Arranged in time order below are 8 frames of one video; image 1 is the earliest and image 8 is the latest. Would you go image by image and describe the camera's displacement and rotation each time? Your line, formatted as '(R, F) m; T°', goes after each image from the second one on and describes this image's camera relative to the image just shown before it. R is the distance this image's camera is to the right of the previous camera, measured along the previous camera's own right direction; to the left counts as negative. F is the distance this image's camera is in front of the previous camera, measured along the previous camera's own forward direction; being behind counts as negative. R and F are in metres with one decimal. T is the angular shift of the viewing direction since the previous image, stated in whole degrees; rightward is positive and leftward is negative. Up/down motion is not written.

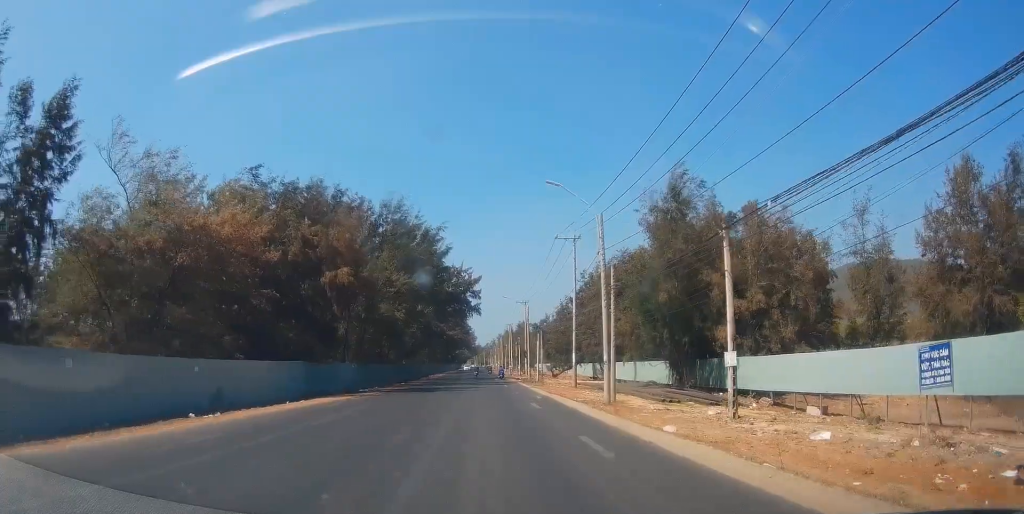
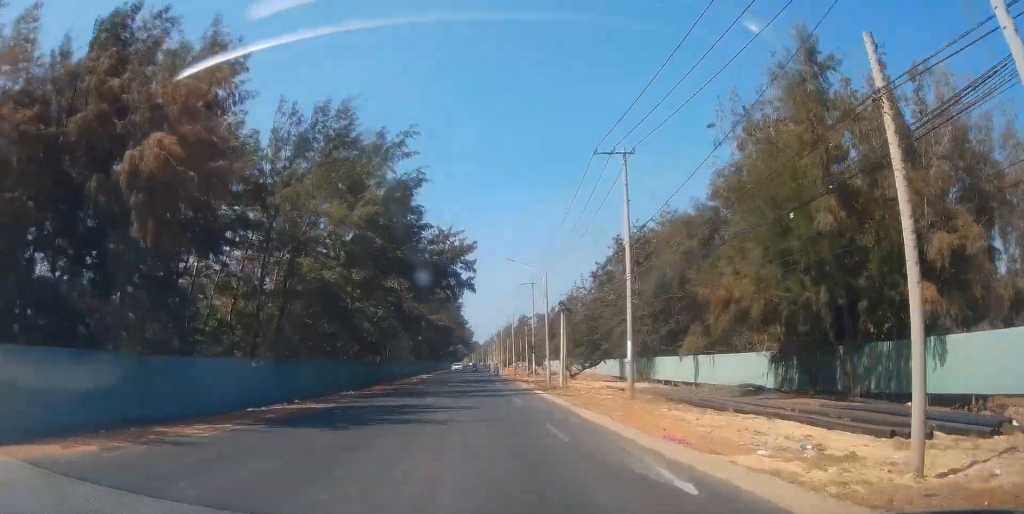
(+0.2, +21.6) m; 0°
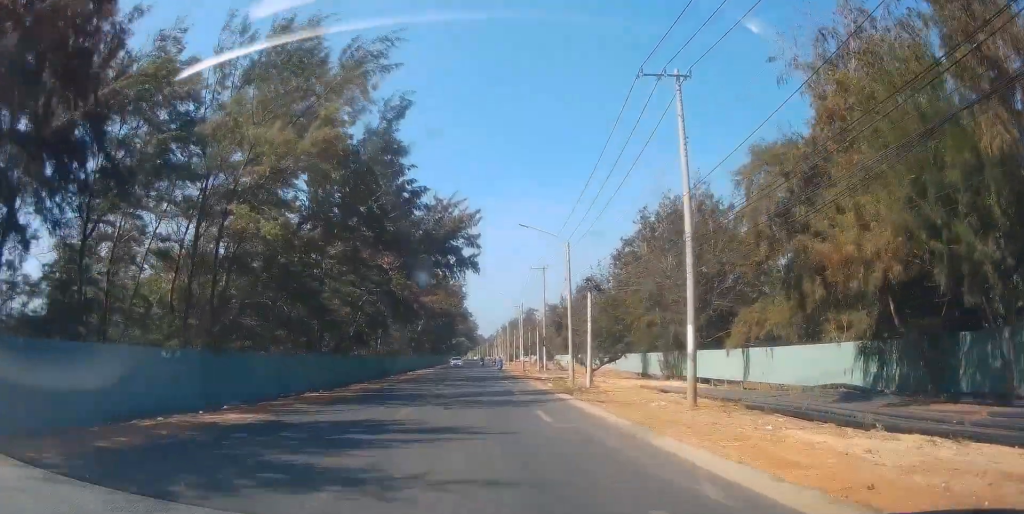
(-0.2, +9.2) m; -1°
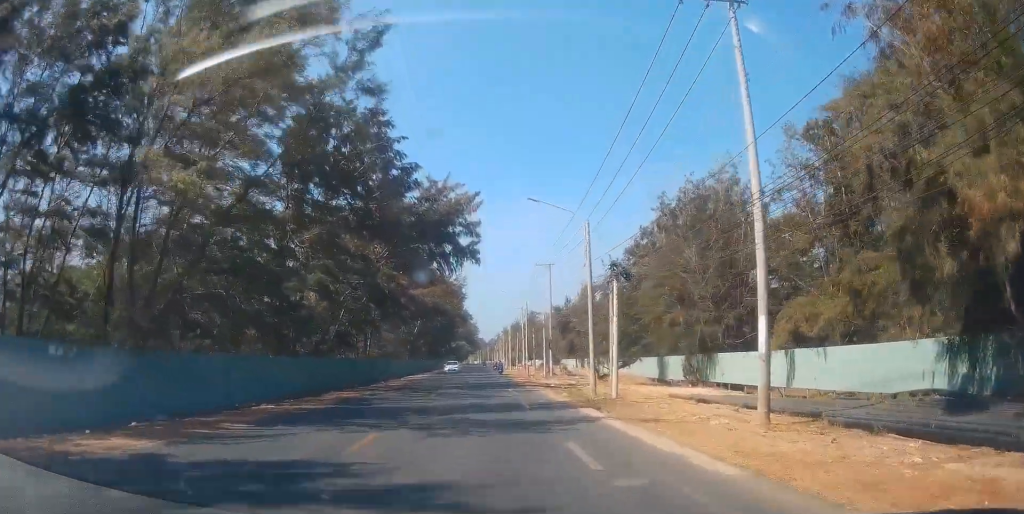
(-0.1, +6.3) m; 0°
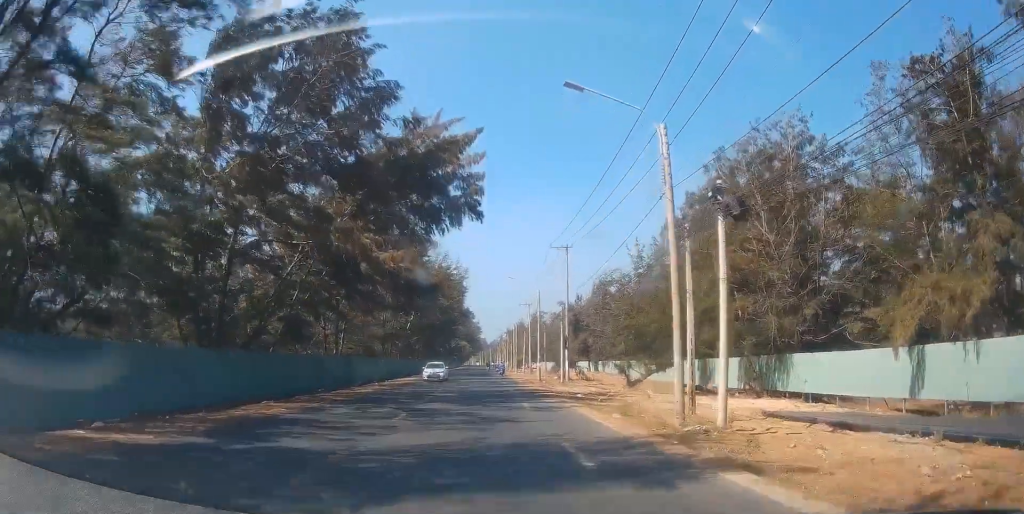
(0.0, +11.9) m; 0°
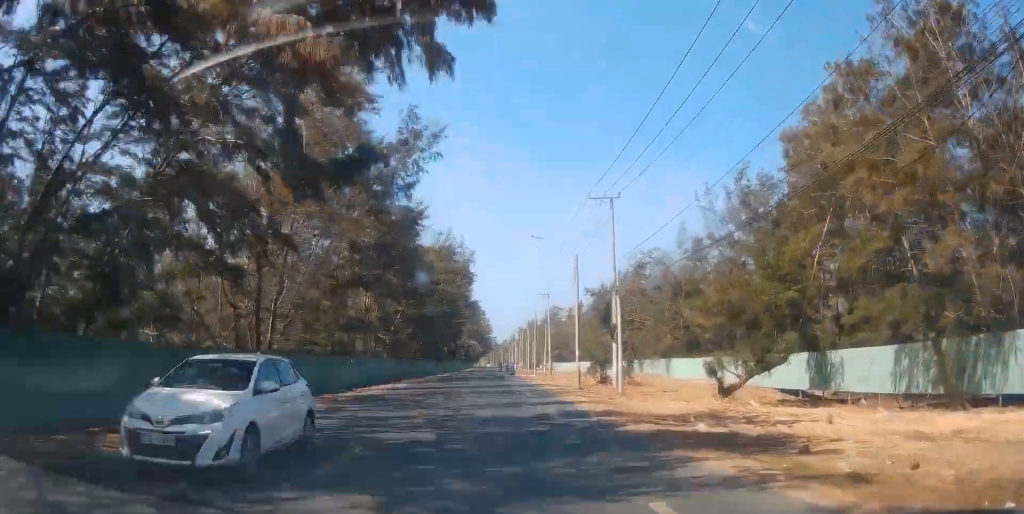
(0.0, +17.5) m; 0°
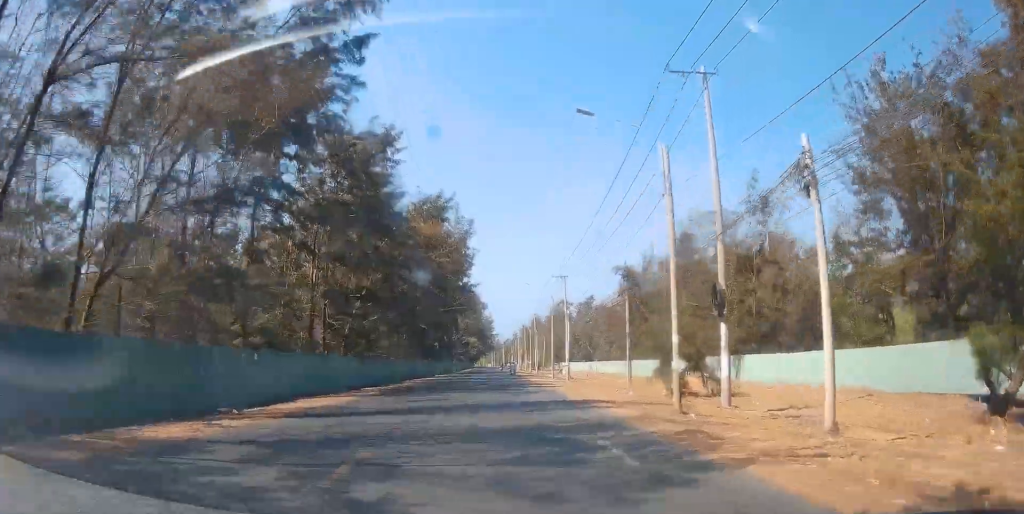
(+0.2, +18.1) m; +1°
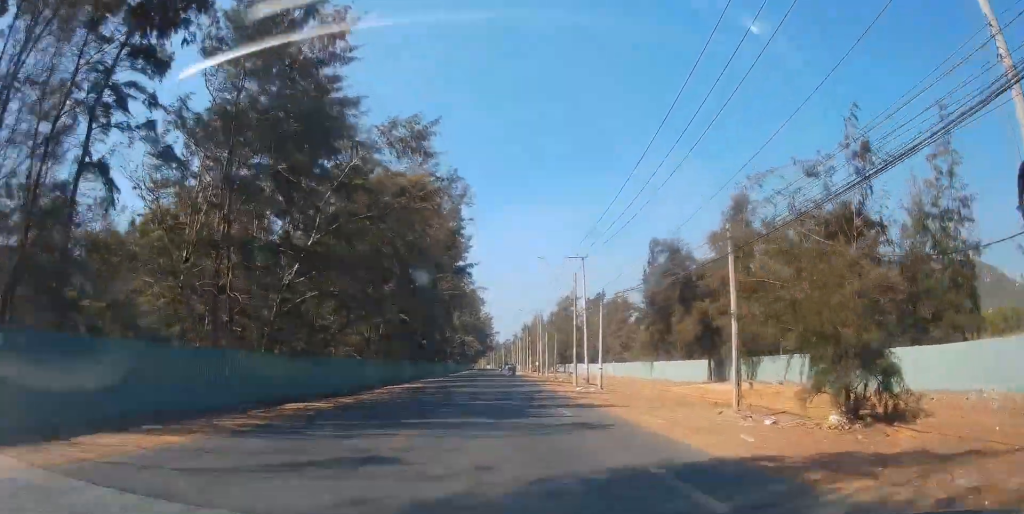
(+0.2, +15.0) m; 0°
